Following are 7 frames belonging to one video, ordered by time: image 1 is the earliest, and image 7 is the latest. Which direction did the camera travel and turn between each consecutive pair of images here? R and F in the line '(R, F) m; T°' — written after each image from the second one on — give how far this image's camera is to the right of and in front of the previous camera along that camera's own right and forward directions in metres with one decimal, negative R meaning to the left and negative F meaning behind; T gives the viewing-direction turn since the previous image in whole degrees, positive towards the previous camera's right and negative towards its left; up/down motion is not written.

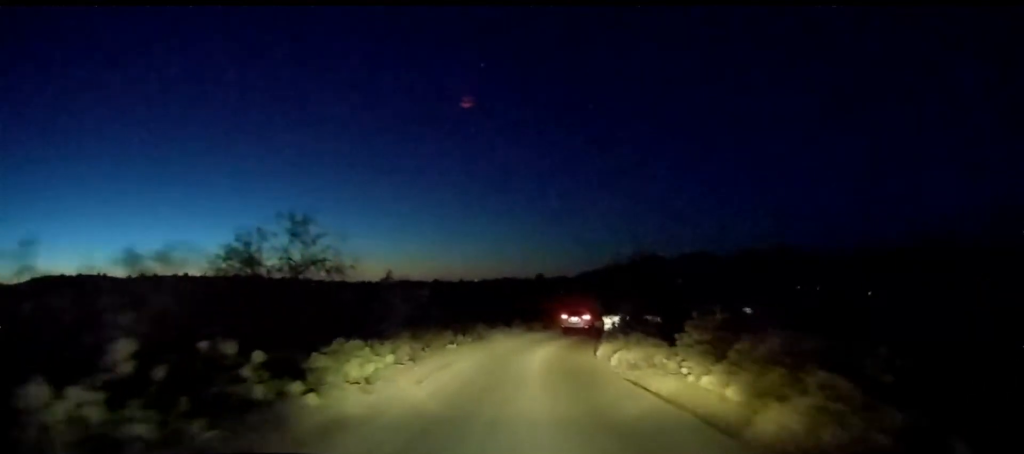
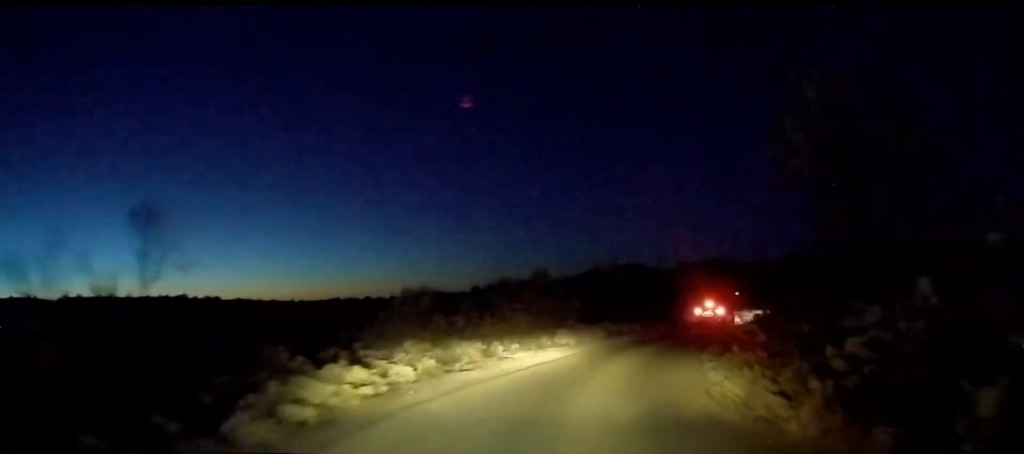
(+3.1, +21.4) m; +8°
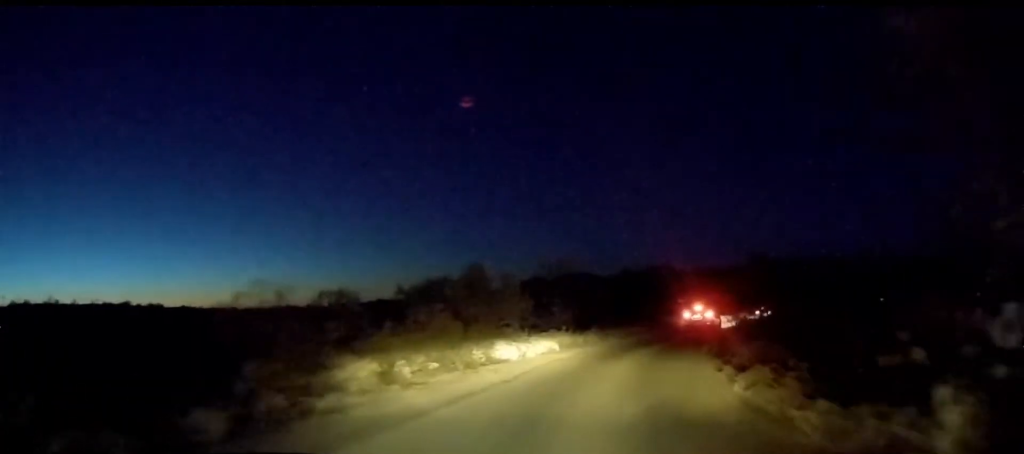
(+0.4, +5.8) m; +6°
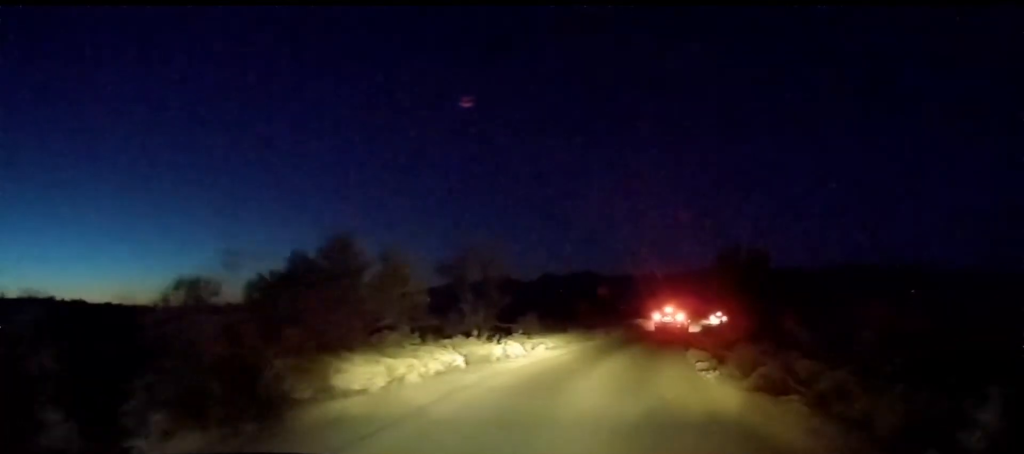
(+0.6, +7.5) m; +9°
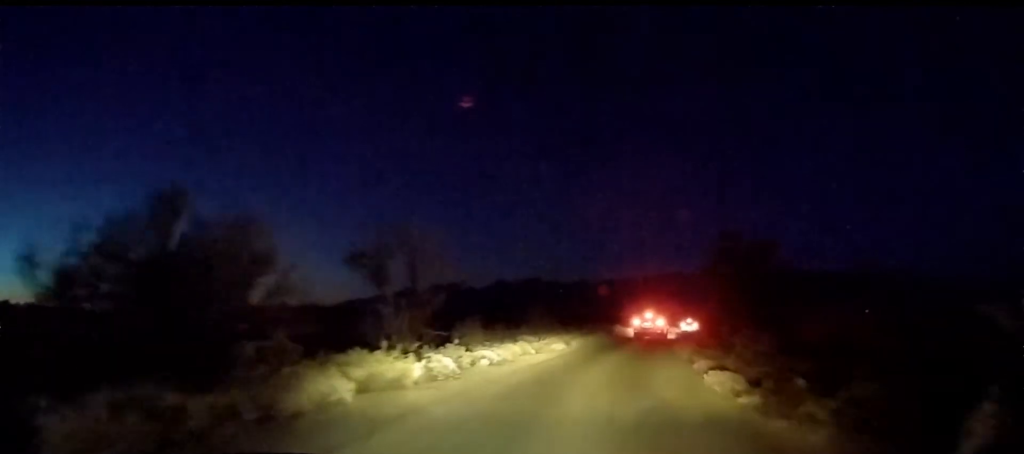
(+0.3, +5.0) m; +5°
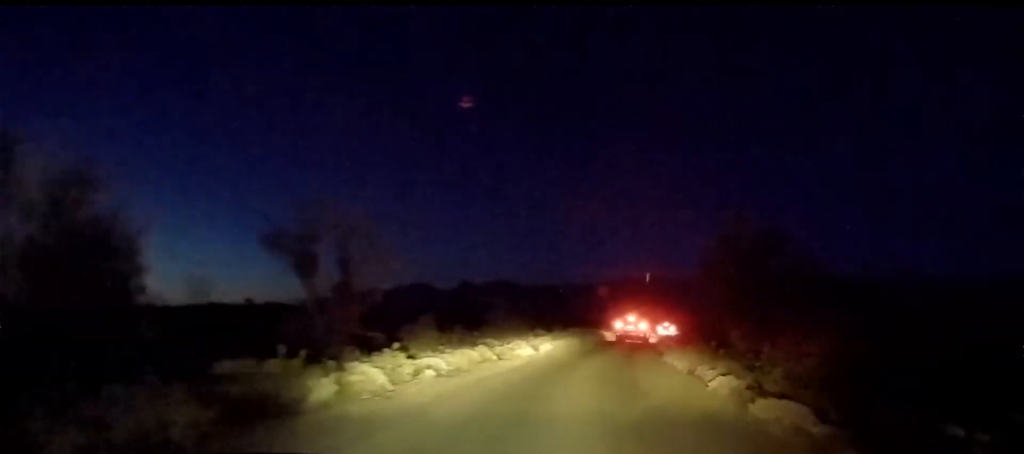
(+0.1, +3.2) m; +3°
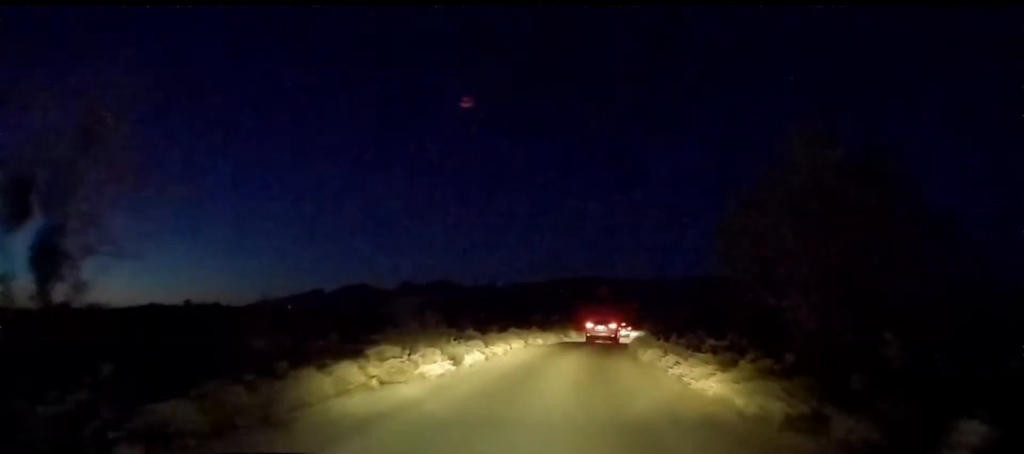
(+0.1, +7.5) m; +4°
